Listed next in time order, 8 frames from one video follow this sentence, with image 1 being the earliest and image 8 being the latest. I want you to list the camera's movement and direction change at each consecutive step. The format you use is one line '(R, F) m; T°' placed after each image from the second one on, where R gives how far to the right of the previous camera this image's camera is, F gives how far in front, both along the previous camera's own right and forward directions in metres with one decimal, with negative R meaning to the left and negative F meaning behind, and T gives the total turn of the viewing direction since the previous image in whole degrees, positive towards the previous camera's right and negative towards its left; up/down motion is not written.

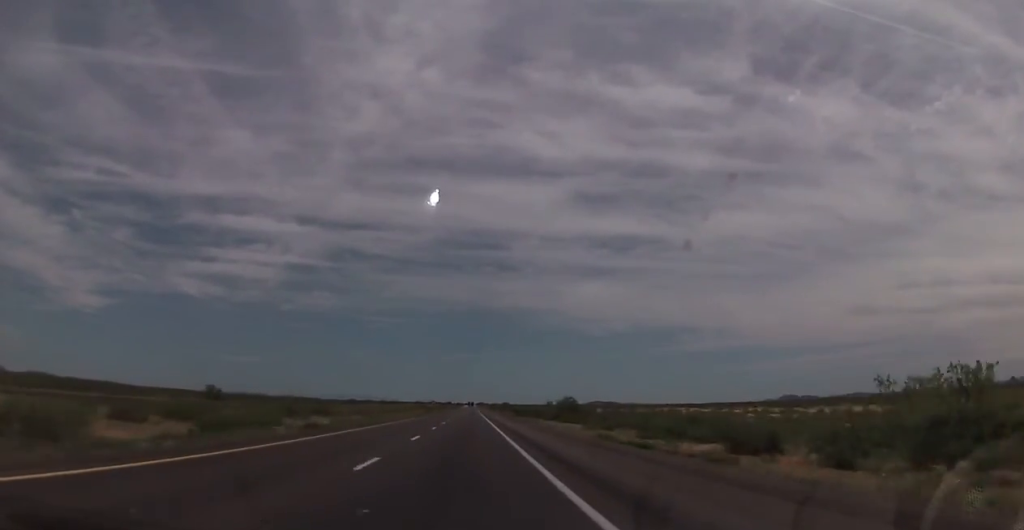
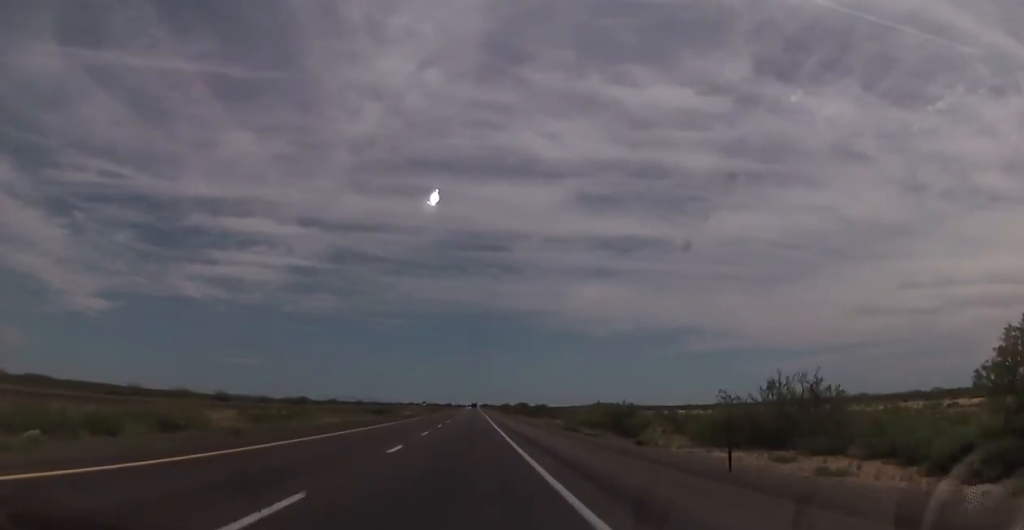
(-0.8, +104.0) m; -1°
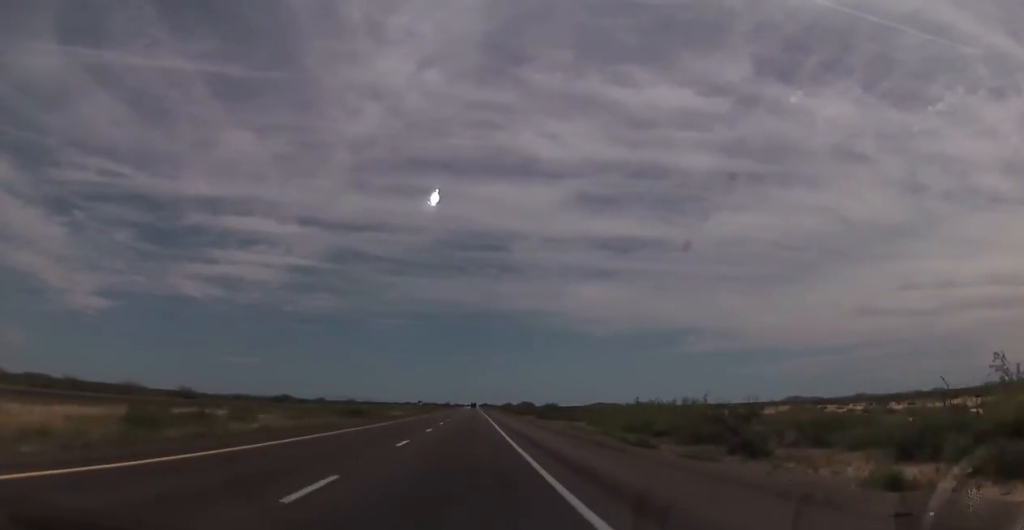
(0.0, +22.0) m; 0°
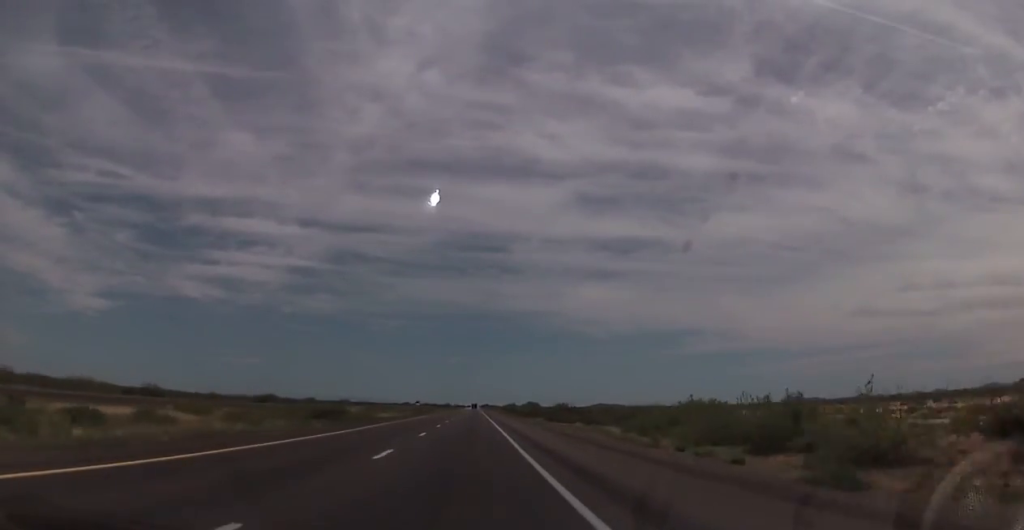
(+0.1, +17.1) m; 0°
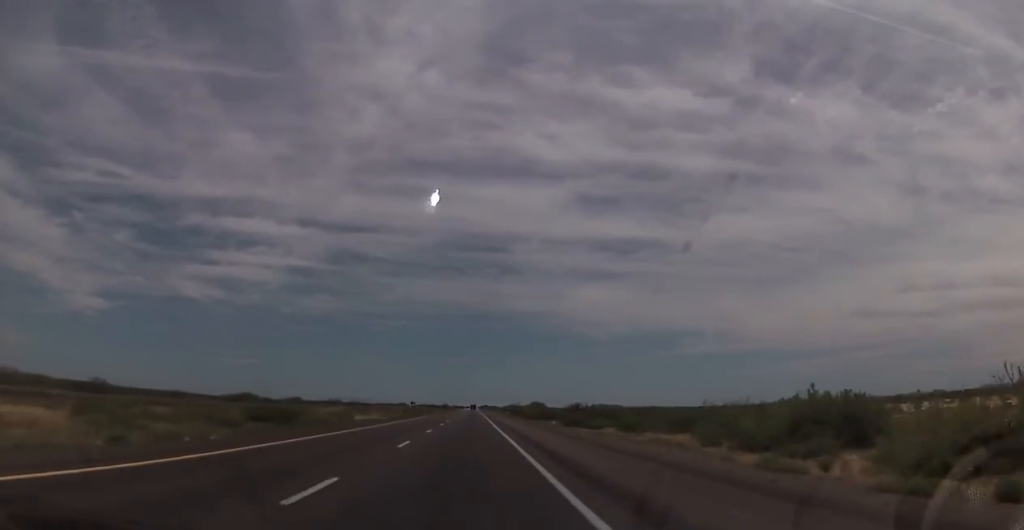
(+0.1, +19.5) m; 0°
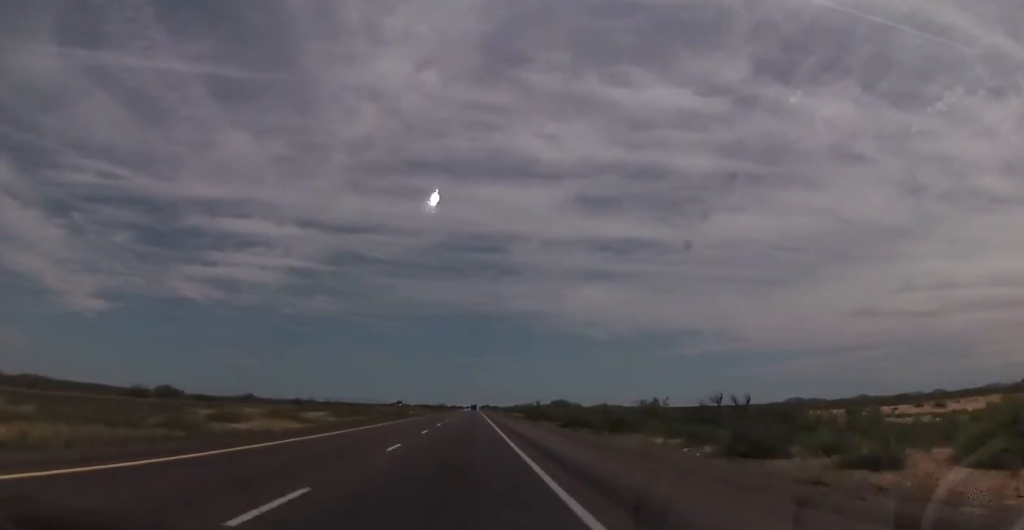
(0.0, +49.9) m; 0°
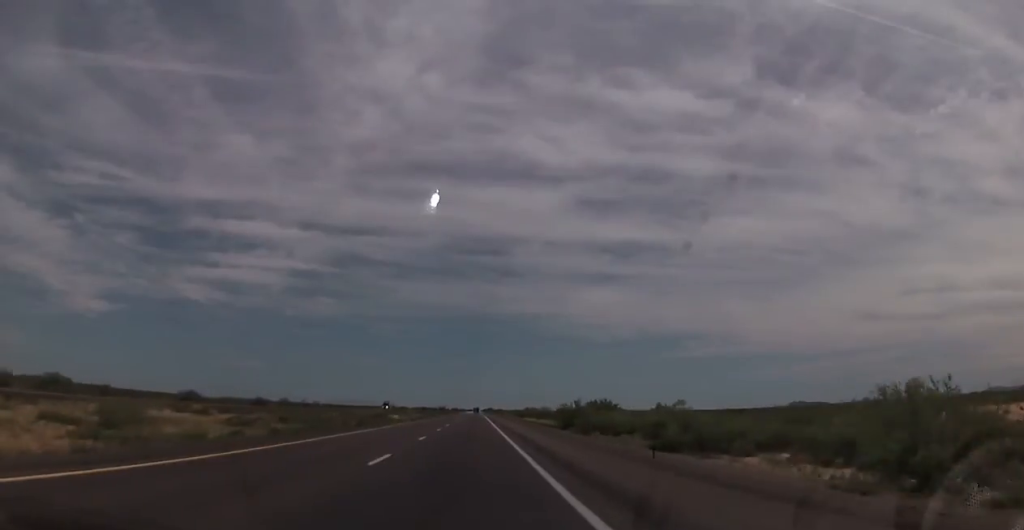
(-0.3, +40.1) m; -1°
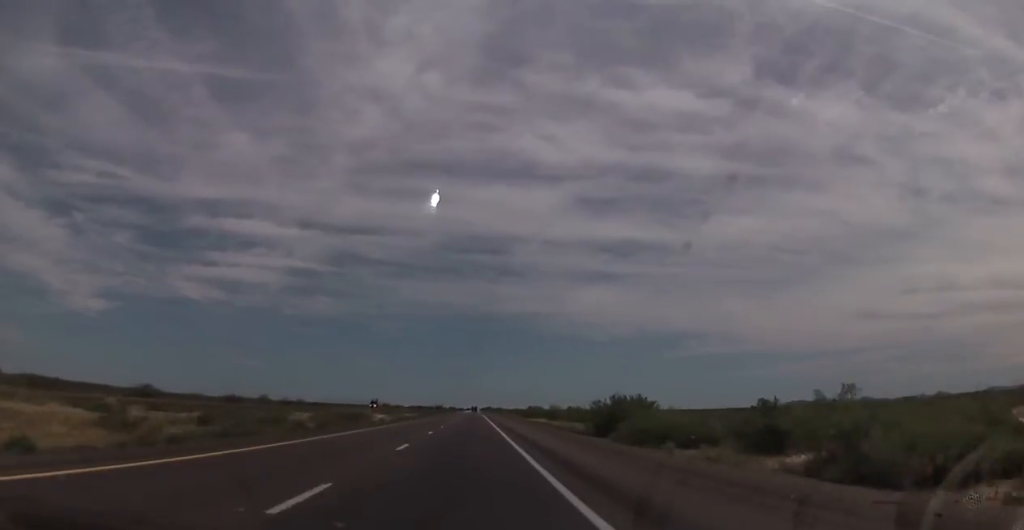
(-0.2, +19.5) m; 0°
